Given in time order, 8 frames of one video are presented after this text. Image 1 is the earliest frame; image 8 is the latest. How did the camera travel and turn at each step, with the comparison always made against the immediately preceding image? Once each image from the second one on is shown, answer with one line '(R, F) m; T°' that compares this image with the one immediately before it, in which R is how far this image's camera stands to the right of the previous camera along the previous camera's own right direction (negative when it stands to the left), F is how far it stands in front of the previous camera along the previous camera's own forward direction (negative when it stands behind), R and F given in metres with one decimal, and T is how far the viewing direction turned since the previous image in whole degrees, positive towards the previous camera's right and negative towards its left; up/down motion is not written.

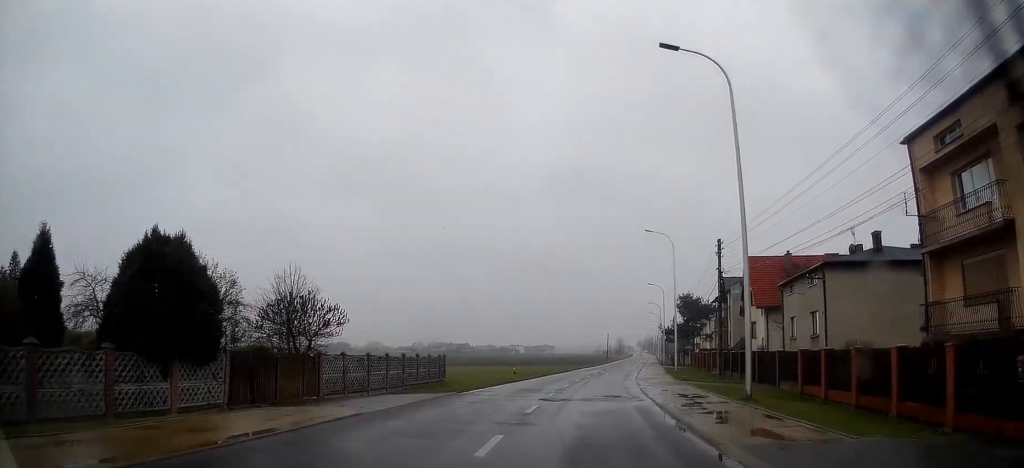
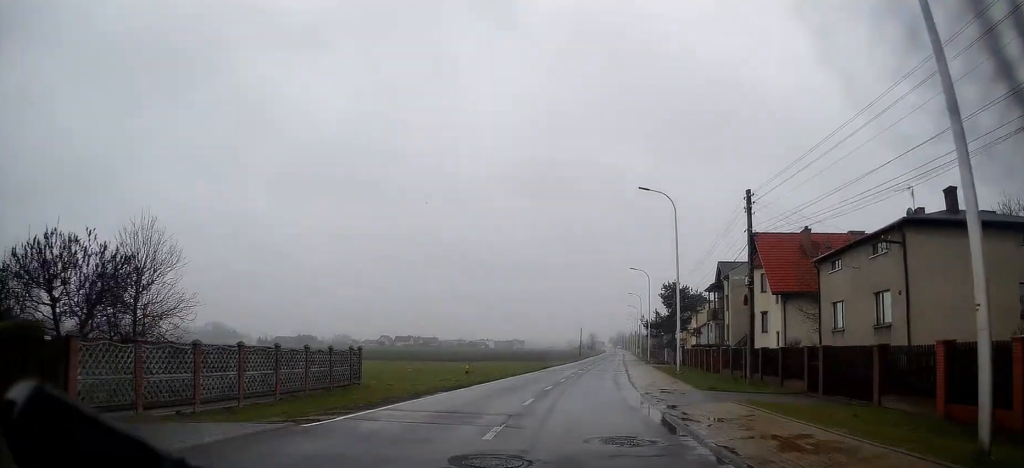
(+0.2, +10.8) m; +3°
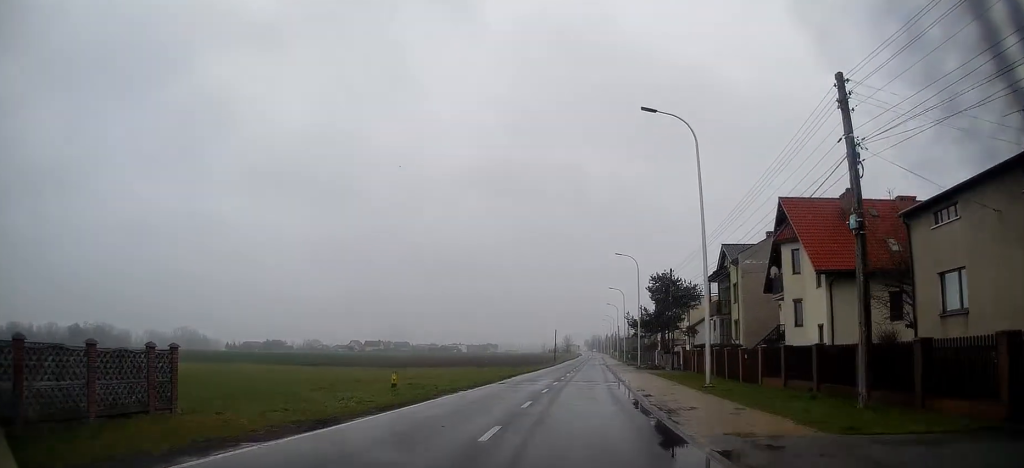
(+0.4, +11.7) m; +3°
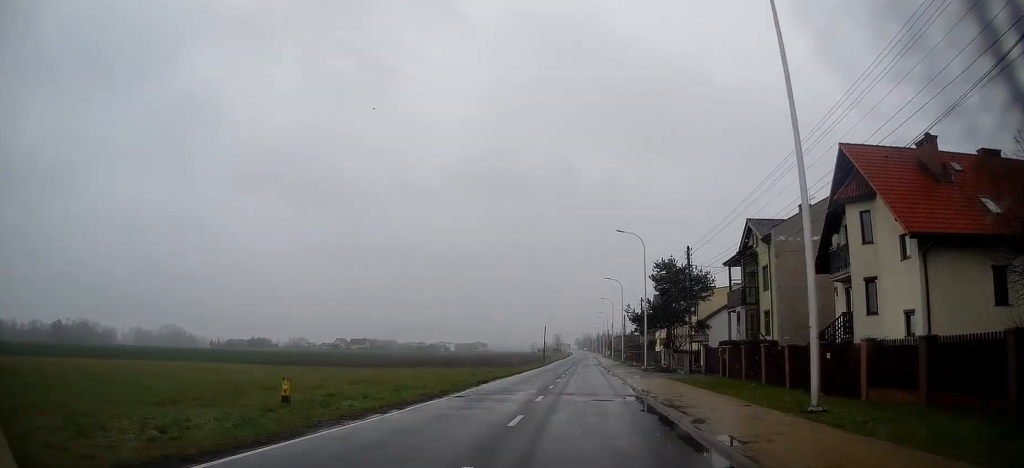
(+0.2, +10.1) m; 0°
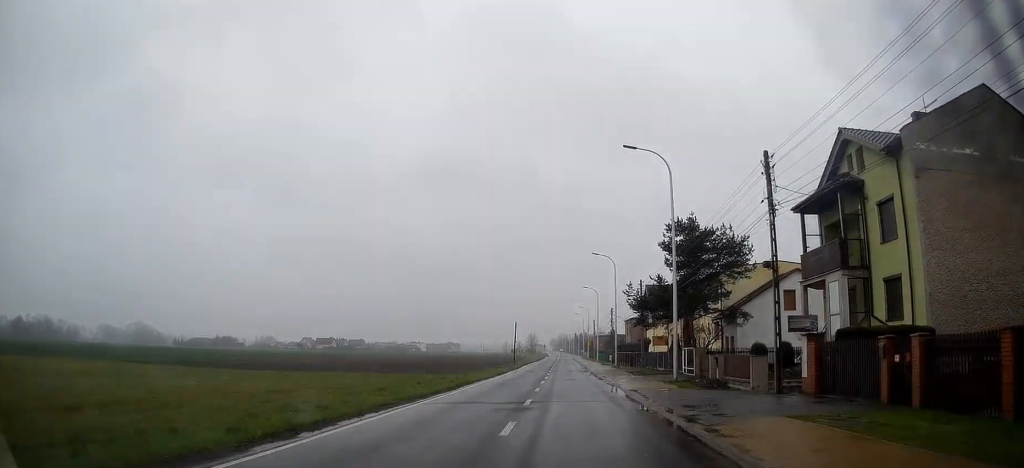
(0.0, +19.1) m; +1°
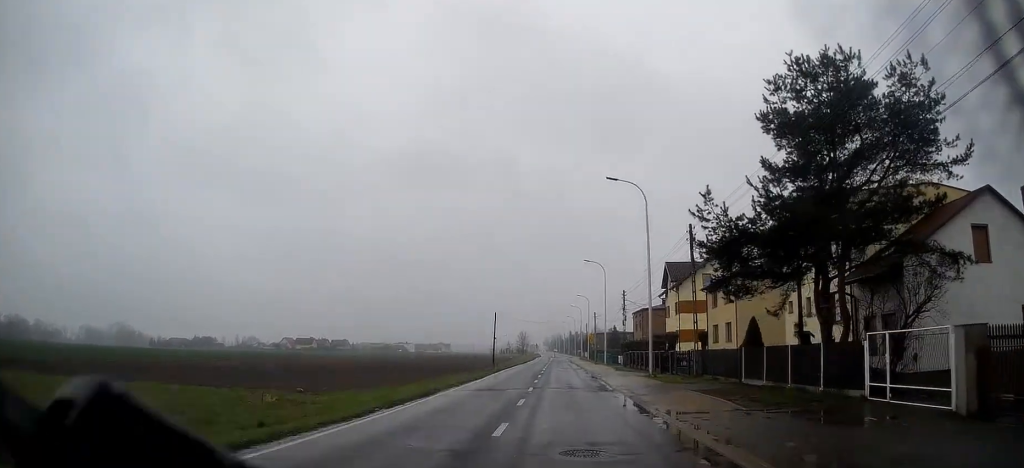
(+0.6, +23.3) m; +2°
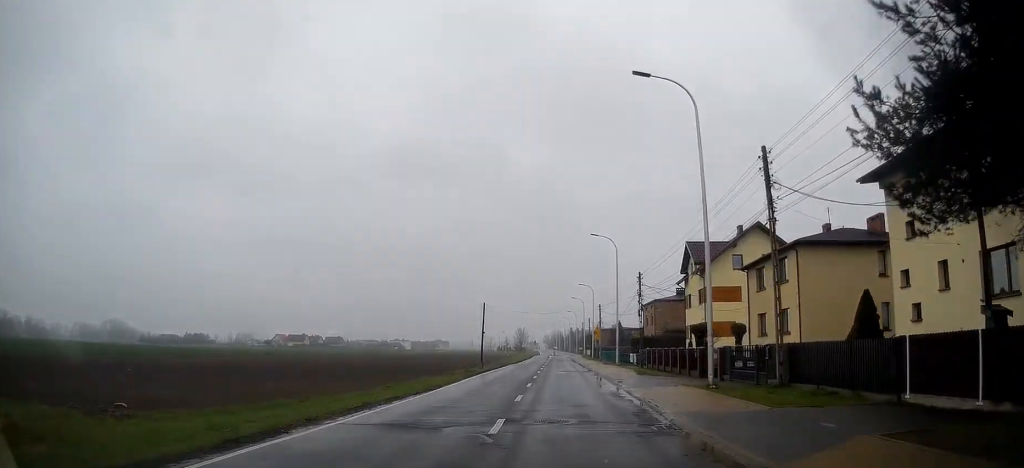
(0.0, +12.1) m; -1°
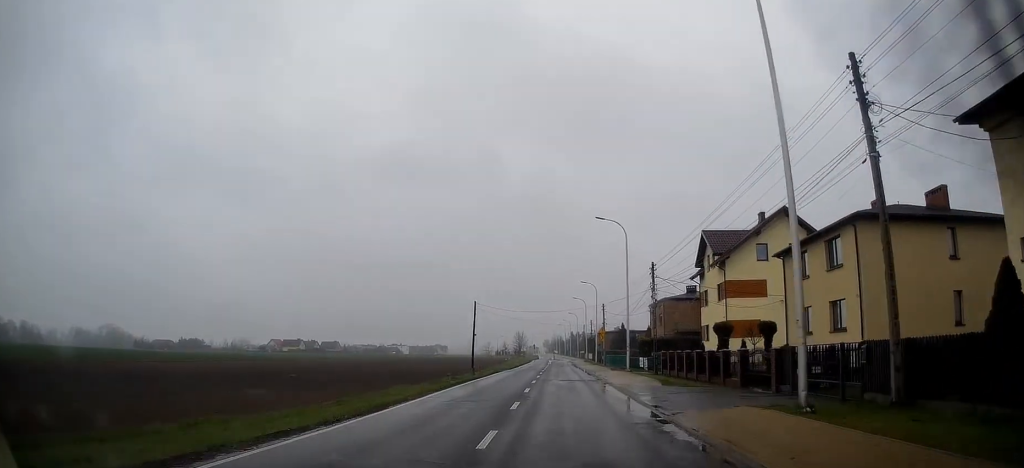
(-0.1, +7.2) m; 0°
